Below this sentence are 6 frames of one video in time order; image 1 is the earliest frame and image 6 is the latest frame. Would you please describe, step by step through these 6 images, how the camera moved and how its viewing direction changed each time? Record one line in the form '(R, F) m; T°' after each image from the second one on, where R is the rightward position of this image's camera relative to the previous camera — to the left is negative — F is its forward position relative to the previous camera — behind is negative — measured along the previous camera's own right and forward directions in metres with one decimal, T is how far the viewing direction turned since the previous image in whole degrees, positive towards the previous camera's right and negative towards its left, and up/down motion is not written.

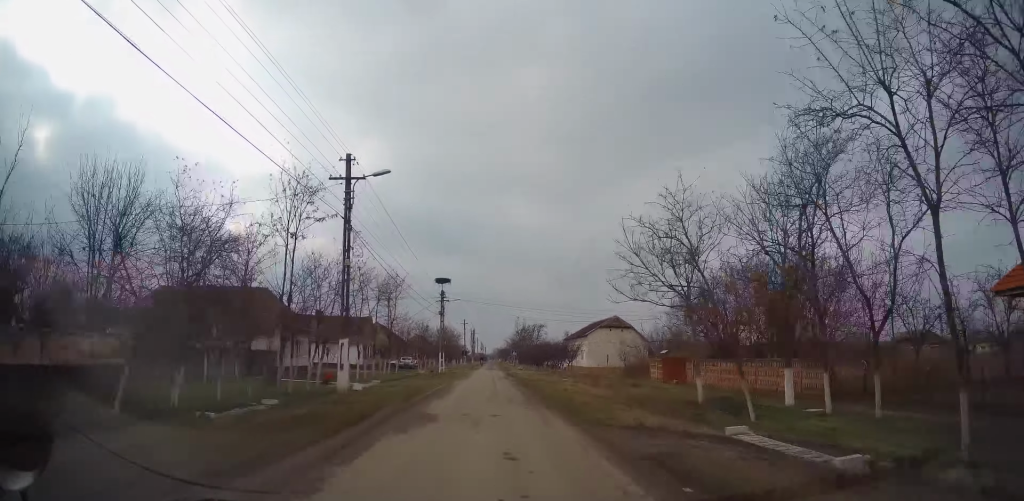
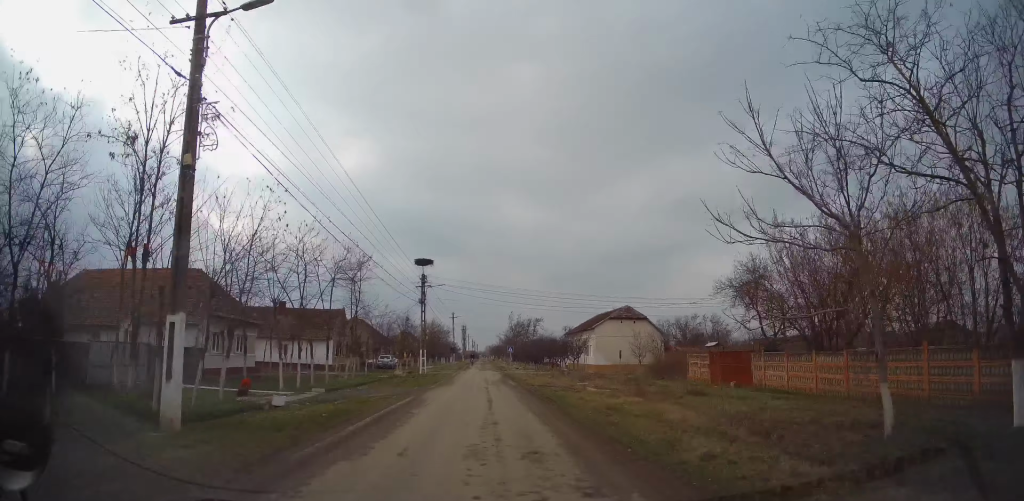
(+0.2, +9.5) m; +1°
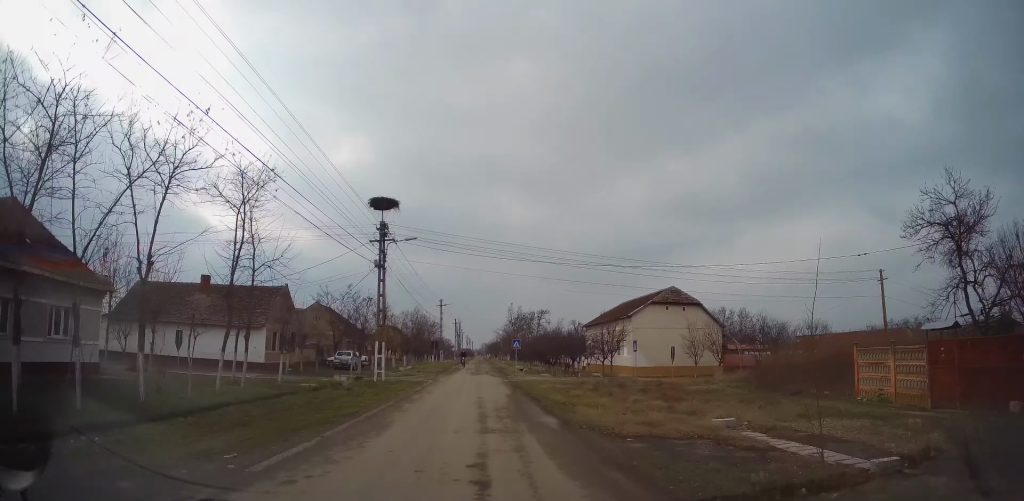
(+0.3, +16.9) m; +1°
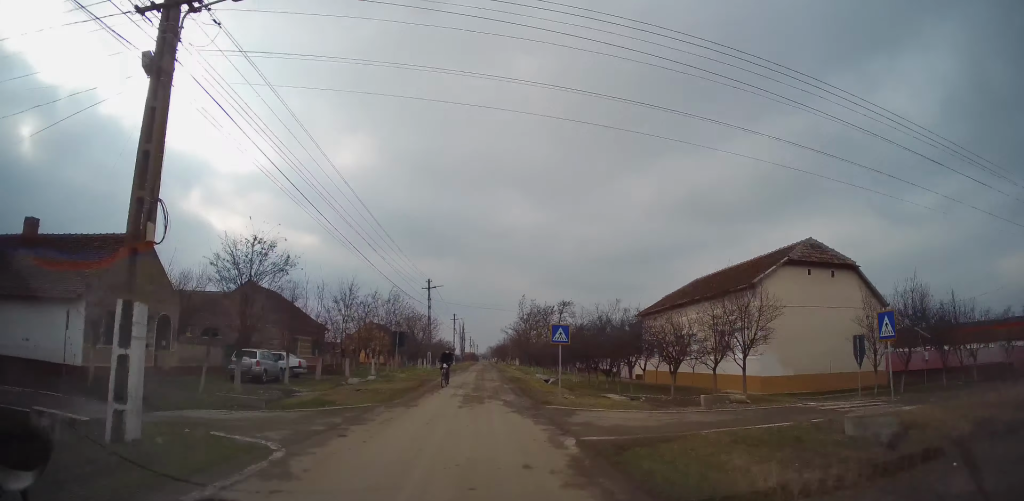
(0.0, +20.6) m; 0°
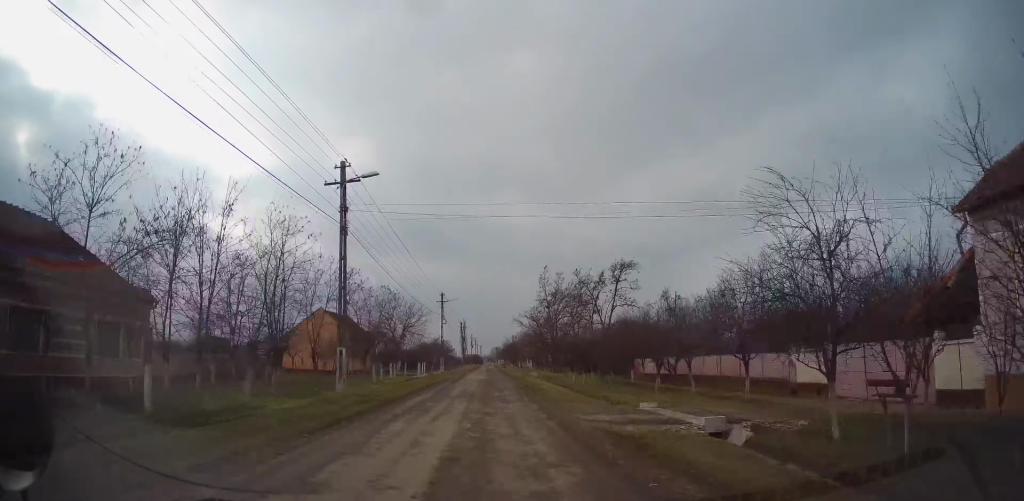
(-0.1, +29.2) m; -1°
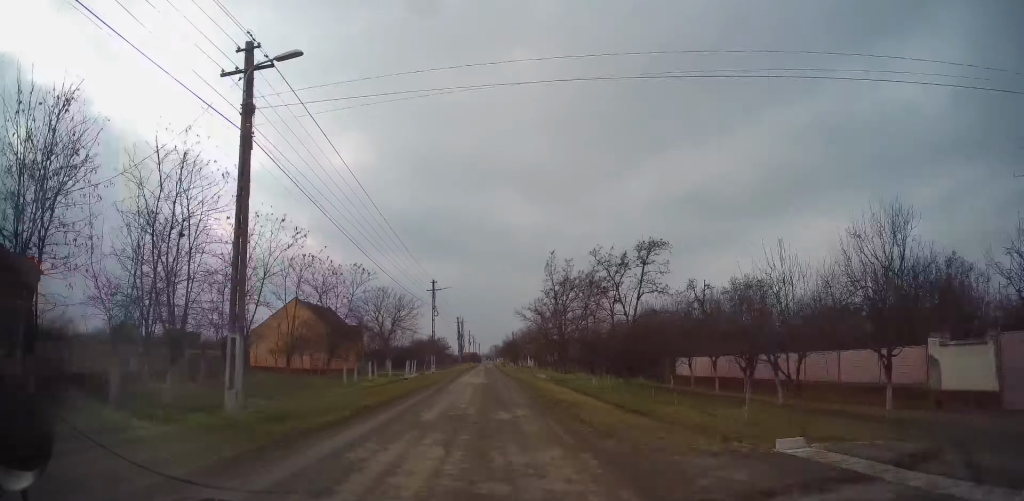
(-0.2, +7.6) m; 0°
